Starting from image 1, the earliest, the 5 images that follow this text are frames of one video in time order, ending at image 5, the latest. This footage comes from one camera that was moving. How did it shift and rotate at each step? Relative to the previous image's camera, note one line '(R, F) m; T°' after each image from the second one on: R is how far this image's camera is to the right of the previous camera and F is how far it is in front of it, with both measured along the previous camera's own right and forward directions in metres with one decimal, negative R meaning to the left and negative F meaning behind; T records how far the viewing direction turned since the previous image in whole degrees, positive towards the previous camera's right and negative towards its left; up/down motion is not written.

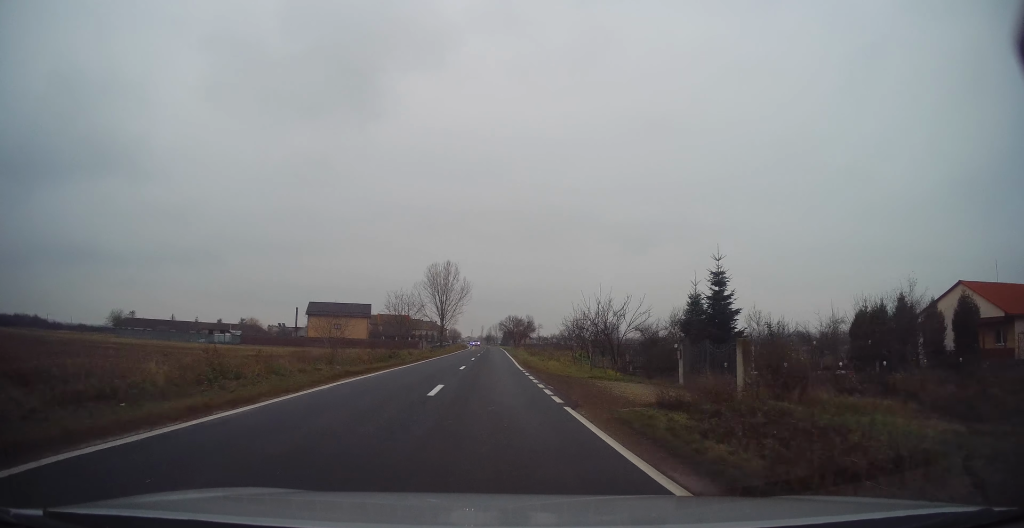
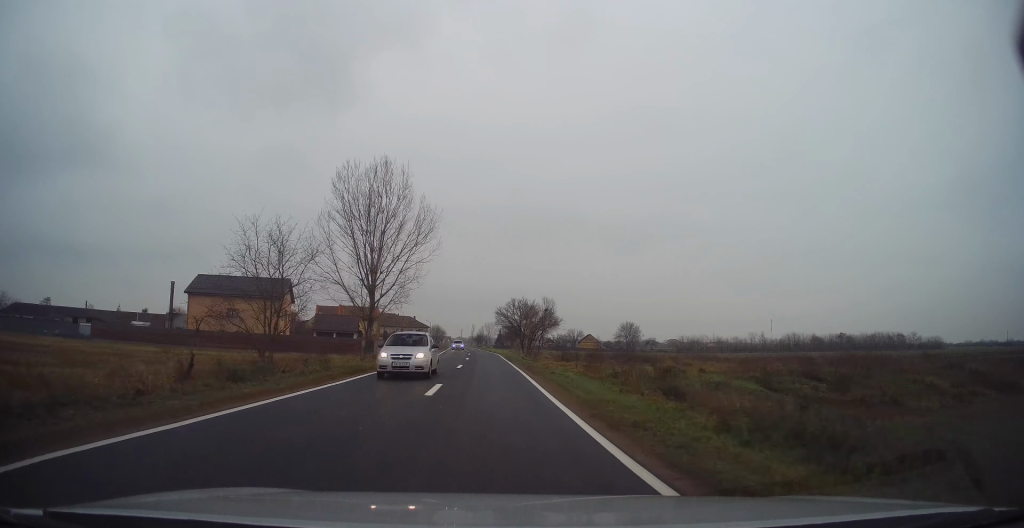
(-0.4, +47.6) m; 0°
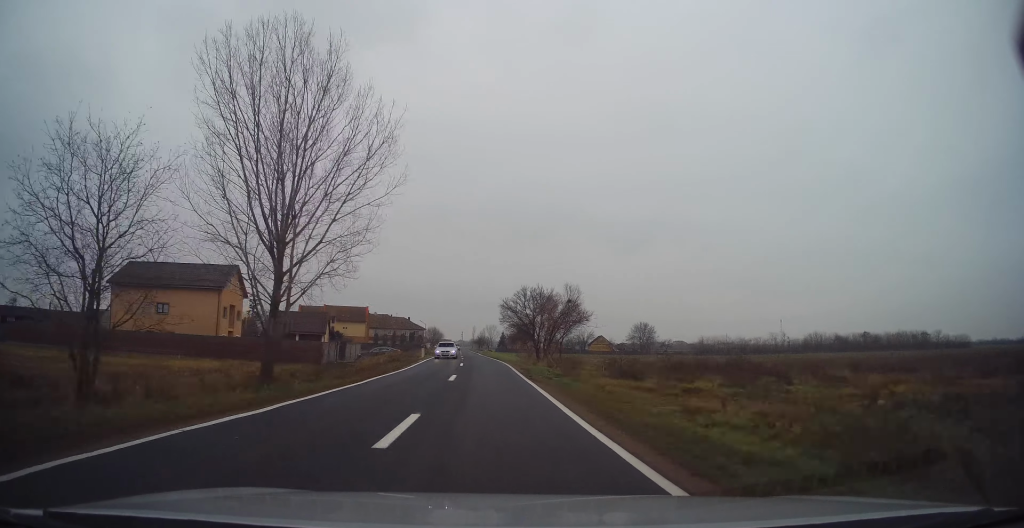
(+0.4, +17.7) m; +1°
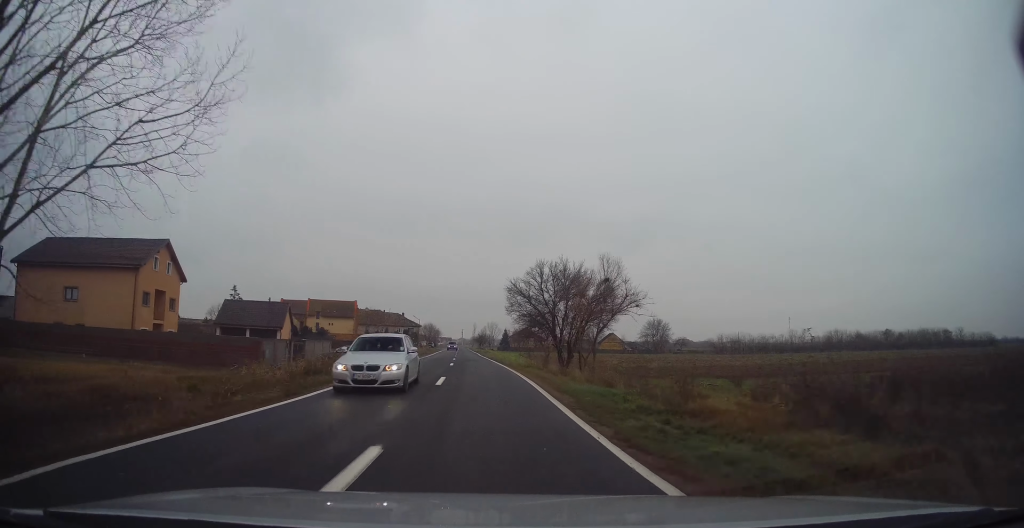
(0.0, +14.6) m; -1°
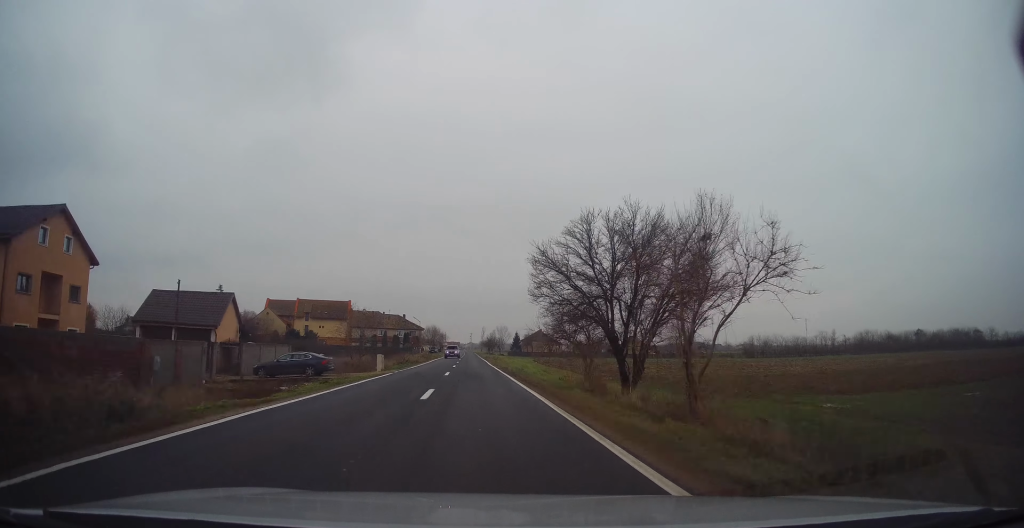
(-0.3, +15.3) m; -1°
